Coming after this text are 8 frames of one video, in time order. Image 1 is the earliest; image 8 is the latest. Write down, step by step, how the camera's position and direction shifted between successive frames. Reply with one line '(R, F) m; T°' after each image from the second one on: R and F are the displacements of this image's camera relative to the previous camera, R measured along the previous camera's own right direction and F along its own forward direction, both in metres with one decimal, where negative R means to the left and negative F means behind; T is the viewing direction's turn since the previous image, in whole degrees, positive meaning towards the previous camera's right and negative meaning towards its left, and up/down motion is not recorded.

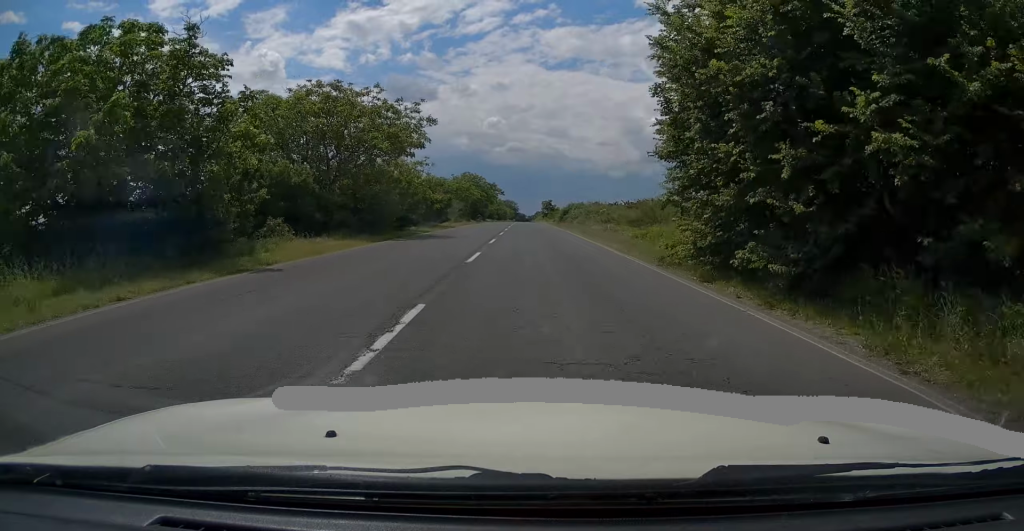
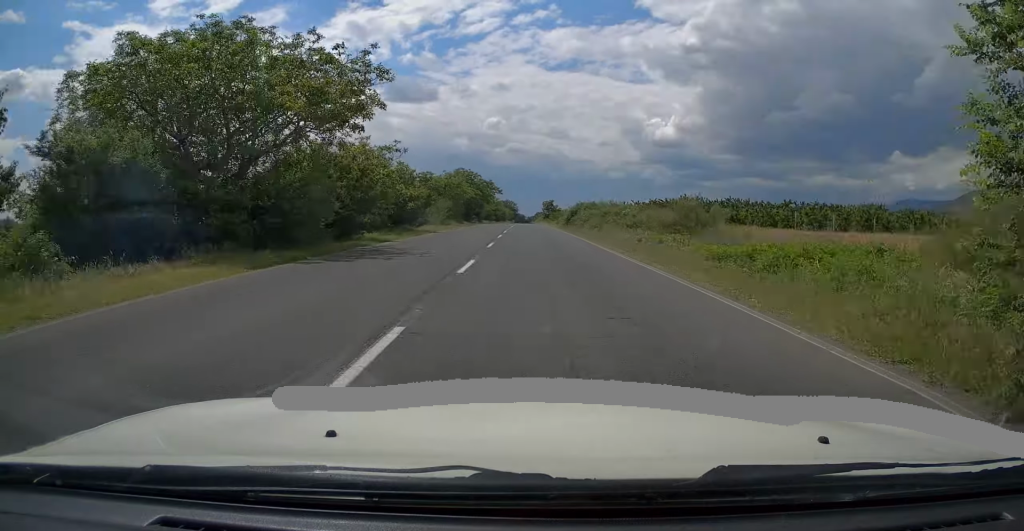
(-0.2, +10.8) m; -1°
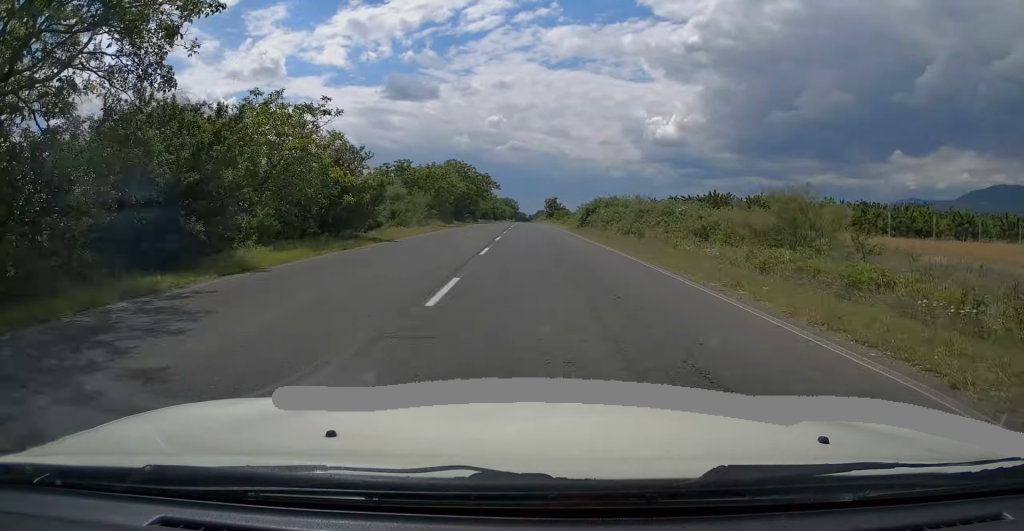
(-0.1, +13.1) m; 0°
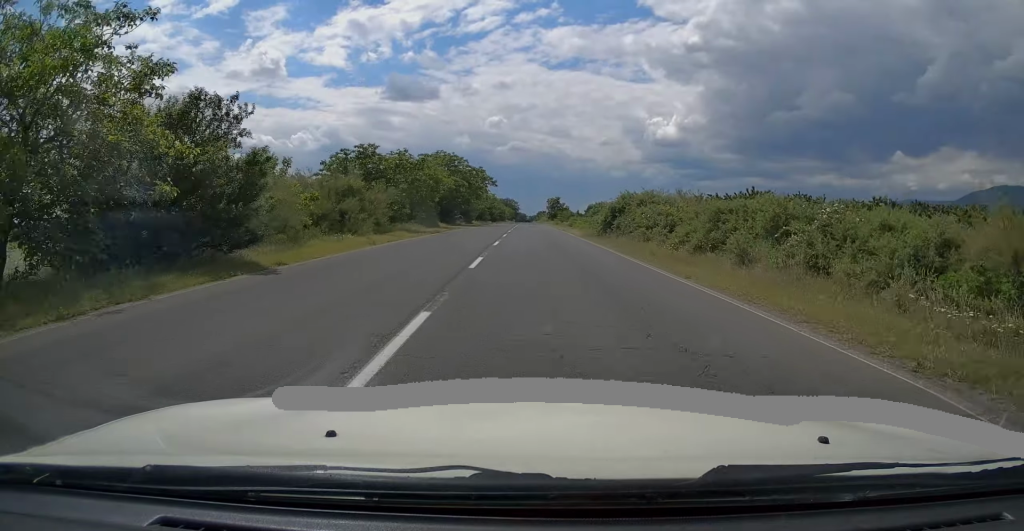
(0.0, +12.3) m; 0°
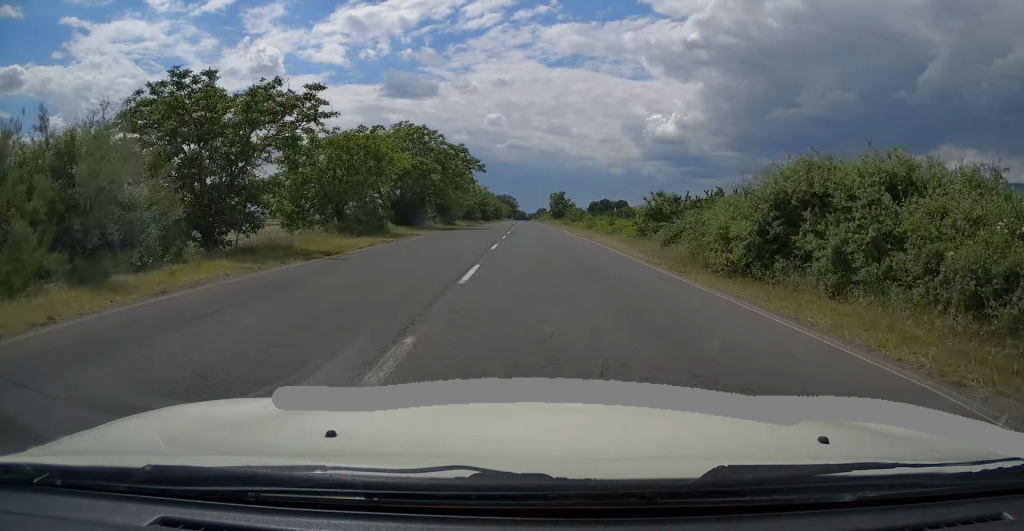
(0.0, +21.3) m; +1°
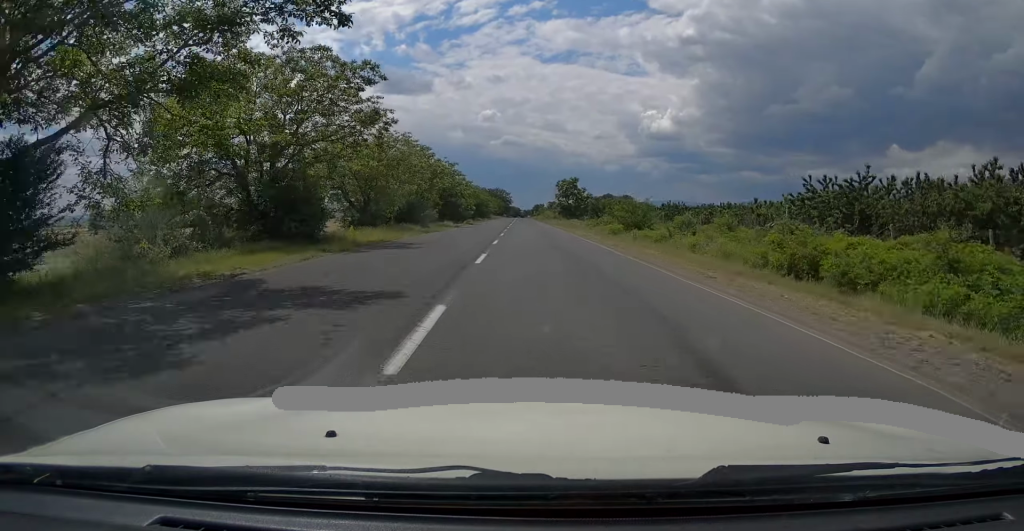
(+0.3, +41.5) m; 0°
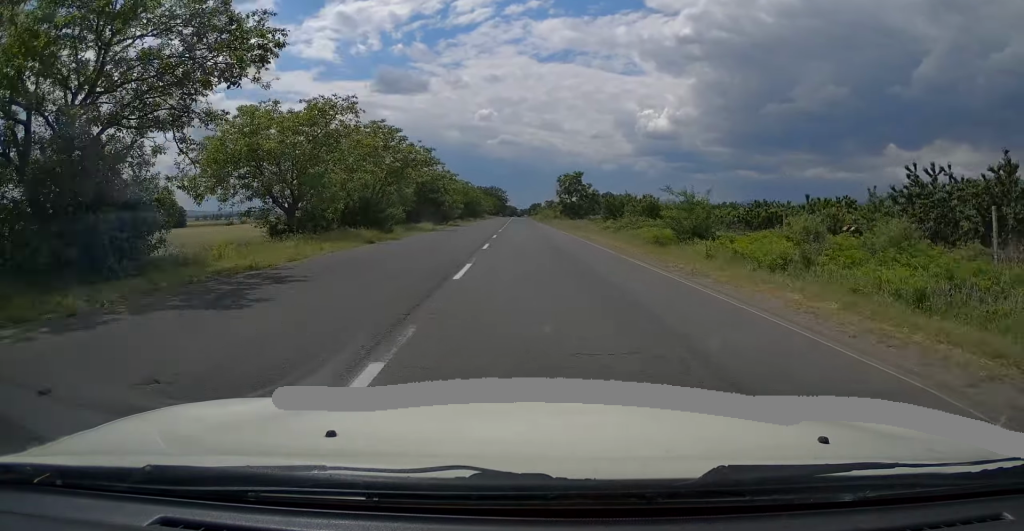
(-0.2, +12.0) m; 0°
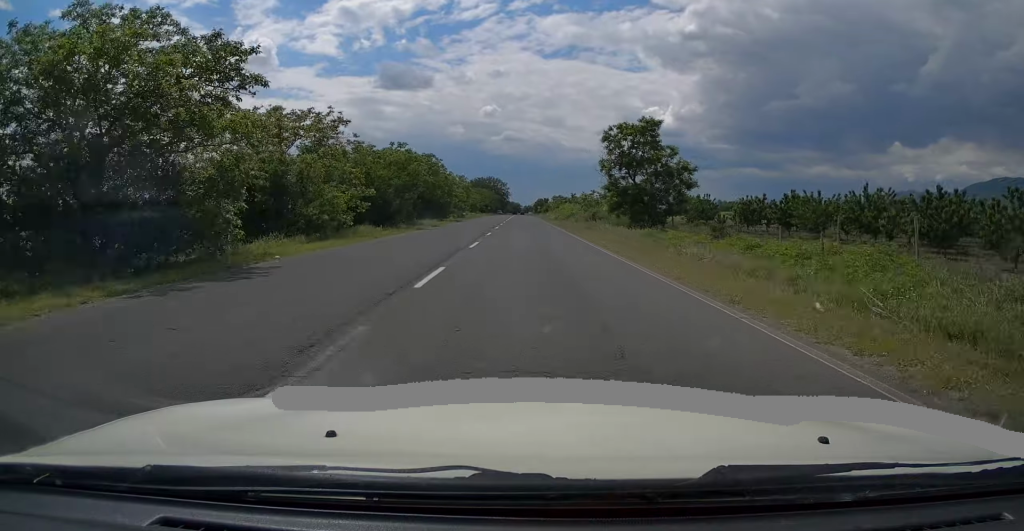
(-0.1, +45.1) m; -1°
